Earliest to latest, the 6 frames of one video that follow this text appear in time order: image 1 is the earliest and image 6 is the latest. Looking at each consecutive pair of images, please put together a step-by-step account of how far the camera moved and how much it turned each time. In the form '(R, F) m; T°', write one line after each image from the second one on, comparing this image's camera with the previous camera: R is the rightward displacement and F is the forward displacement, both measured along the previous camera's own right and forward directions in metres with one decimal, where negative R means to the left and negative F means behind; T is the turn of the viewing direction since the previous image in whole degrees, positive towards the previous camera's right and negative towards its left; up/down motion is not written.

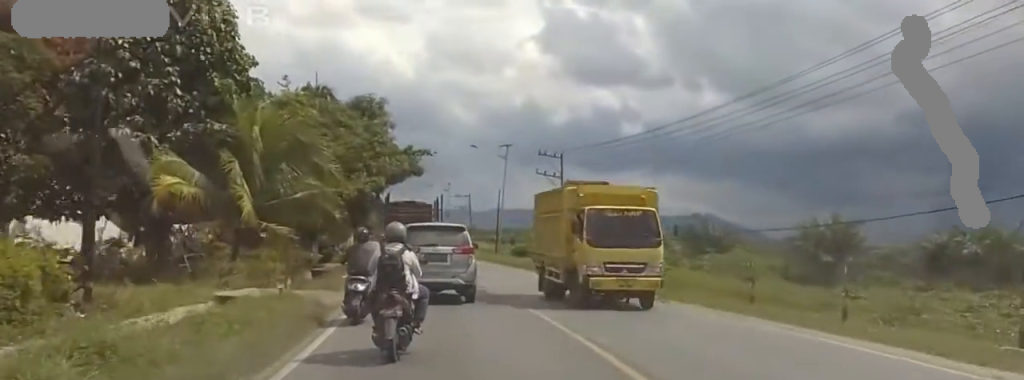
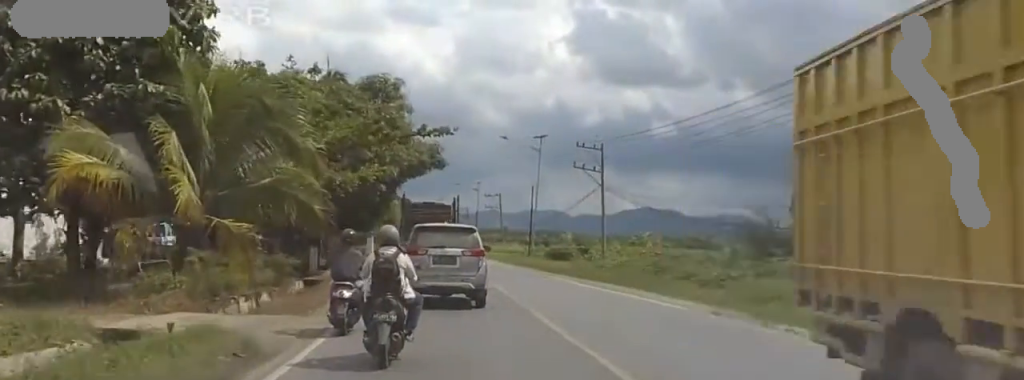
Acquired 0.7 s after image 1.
(+0.2, +8.7) m; 0°
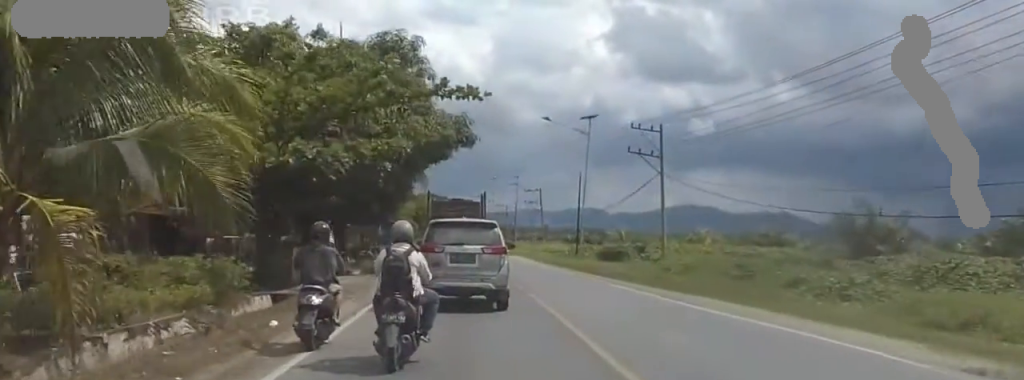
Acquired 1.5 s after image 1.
(-0.3, +10.7) m; -4°
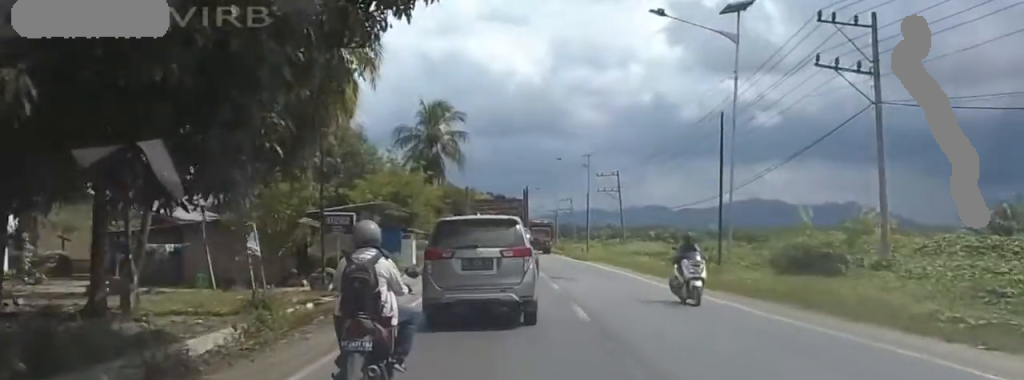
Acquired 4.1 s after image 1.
(-2.0, +33.1) m; -2°
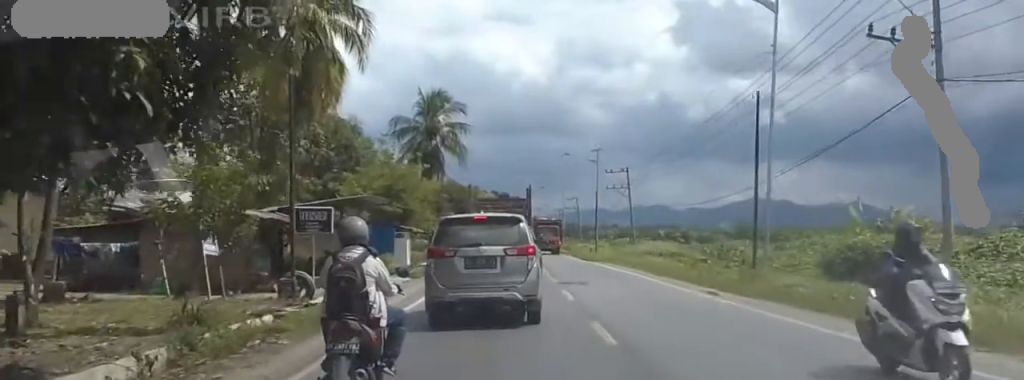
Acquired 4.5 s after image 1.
(+0.3, +5.7) m; 0°
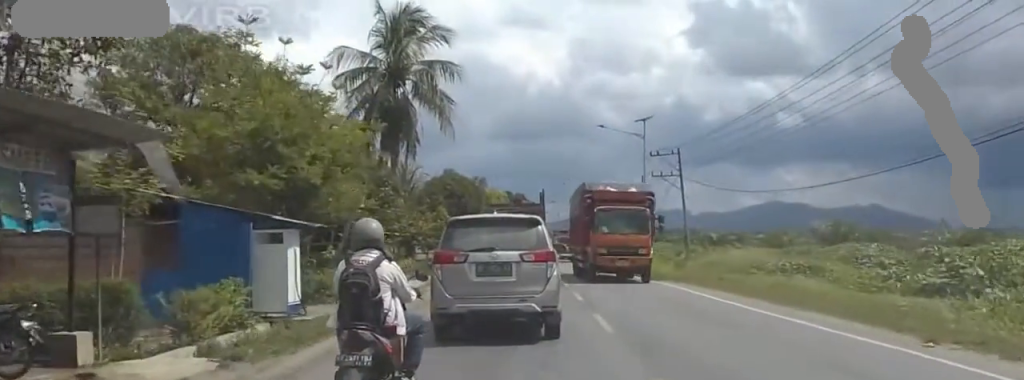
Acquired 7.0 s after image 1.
(-0.9, +32.2) m; +3°
